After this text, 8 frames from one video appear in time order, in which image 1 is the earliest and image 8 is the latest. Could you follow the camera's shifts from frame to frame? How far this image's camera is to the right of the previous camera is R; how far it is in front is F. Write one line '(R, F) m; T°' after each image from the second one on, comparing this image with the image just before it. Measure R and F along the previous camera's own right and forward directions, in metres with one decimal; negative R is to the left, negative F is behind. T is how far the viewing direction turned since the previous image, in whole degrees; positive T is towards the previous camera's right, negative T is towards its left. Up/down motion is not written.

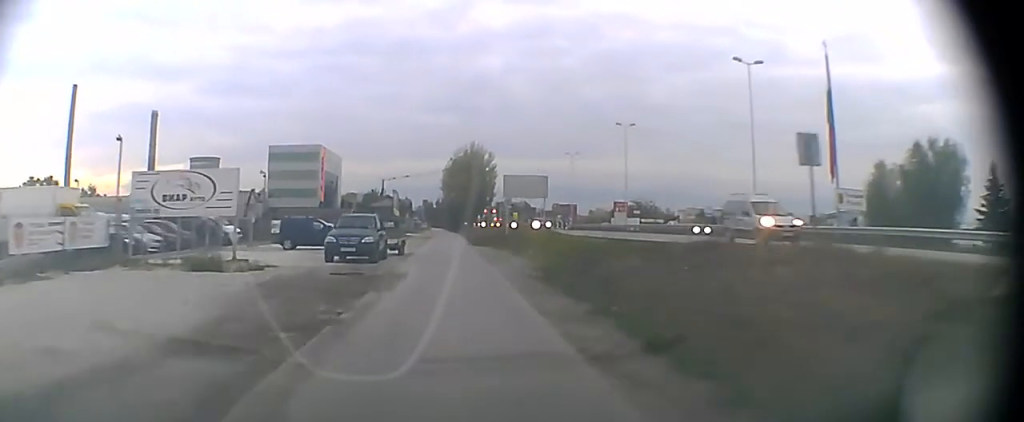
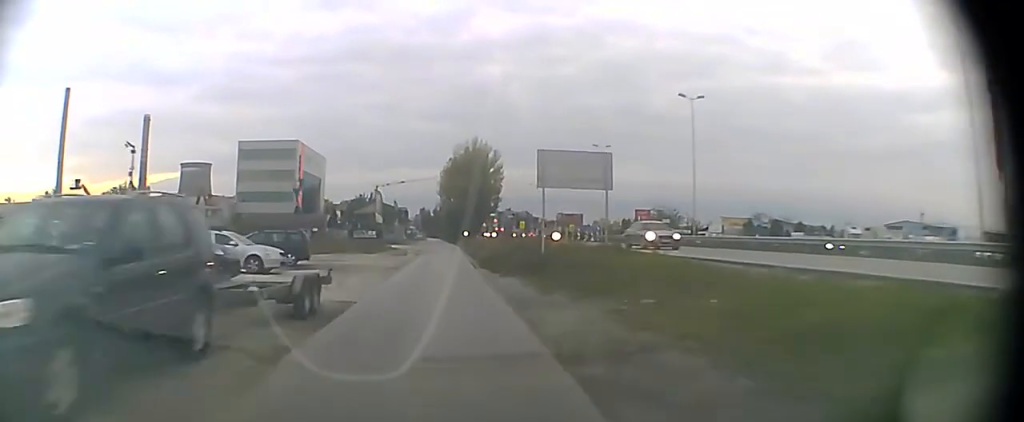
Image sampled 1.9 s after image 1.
(+0.1, +19.9) m; 0°
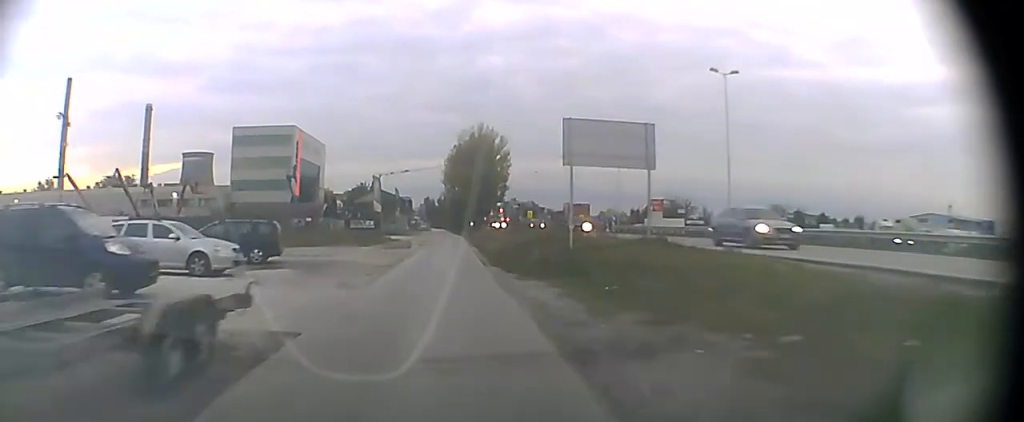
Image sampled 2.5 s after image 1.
(0.0, +6.9) m; -1°
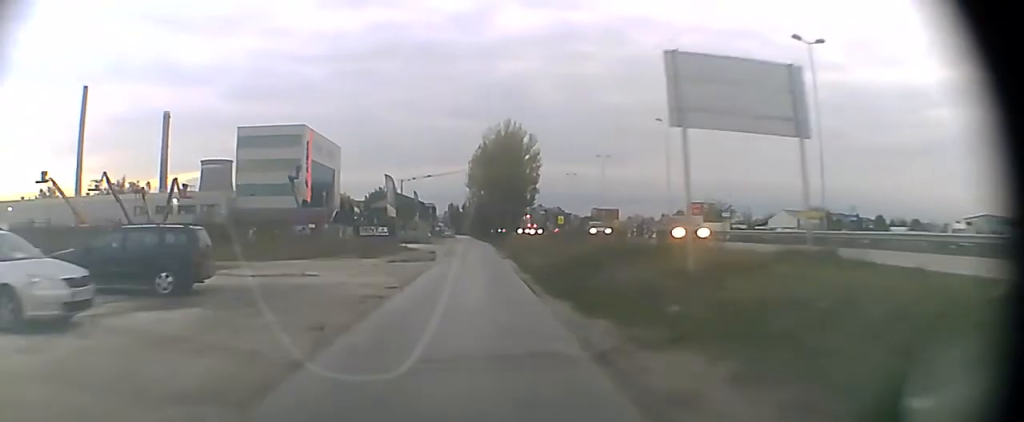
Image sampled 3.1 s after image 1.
(0.0, +7.8) m; 0°
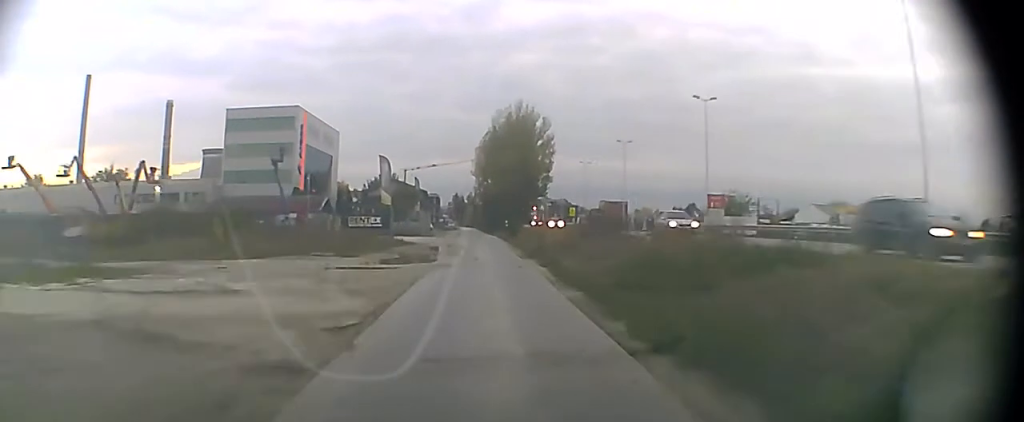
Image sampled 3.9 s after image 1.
(-0.1, +8.7) m; 0°
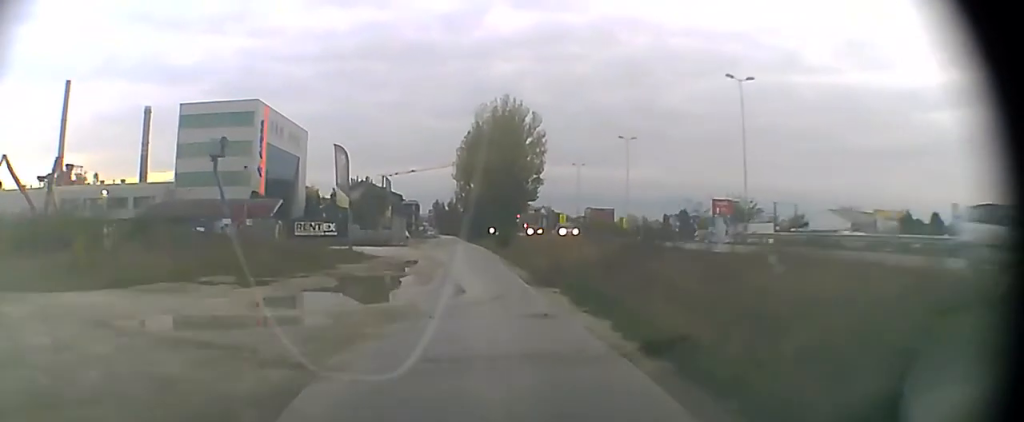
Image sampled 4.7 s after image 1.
(+0.1, +10.7) m; 0°
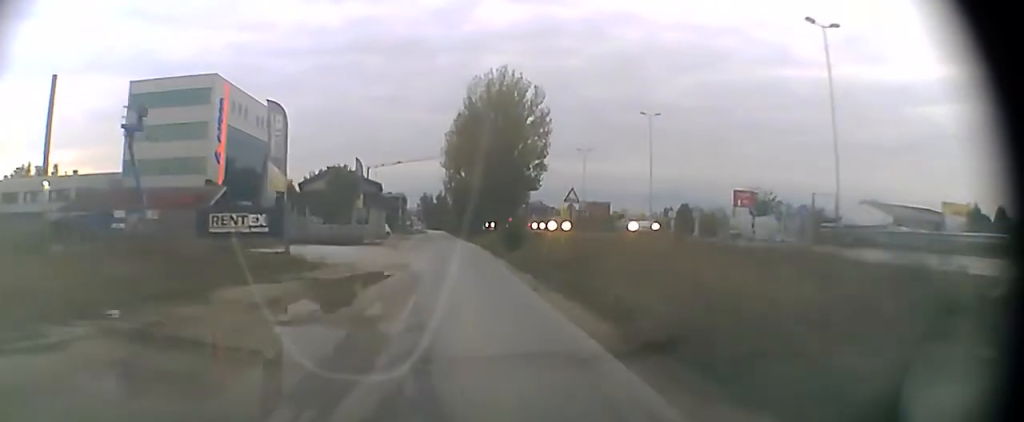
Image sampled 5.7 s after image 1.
(0.0, +12.5) m; +1°
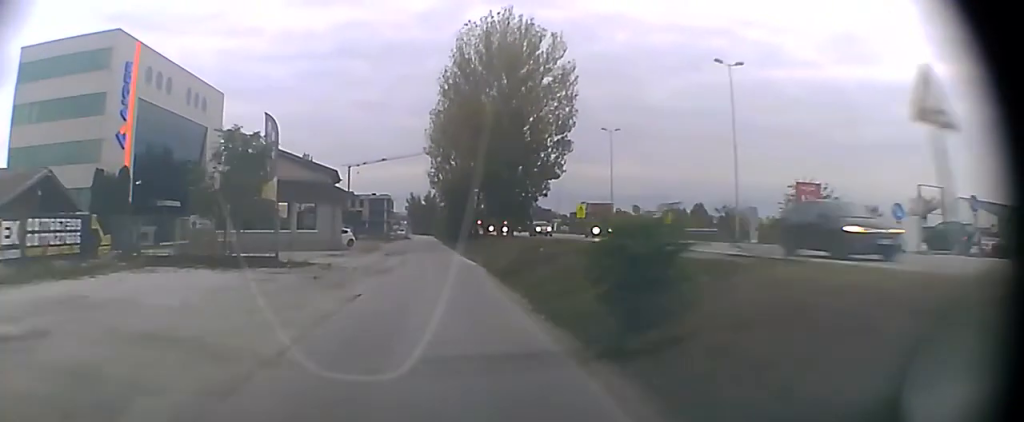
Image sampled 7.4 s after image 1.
(+0.2, +21.0) m; +1°
